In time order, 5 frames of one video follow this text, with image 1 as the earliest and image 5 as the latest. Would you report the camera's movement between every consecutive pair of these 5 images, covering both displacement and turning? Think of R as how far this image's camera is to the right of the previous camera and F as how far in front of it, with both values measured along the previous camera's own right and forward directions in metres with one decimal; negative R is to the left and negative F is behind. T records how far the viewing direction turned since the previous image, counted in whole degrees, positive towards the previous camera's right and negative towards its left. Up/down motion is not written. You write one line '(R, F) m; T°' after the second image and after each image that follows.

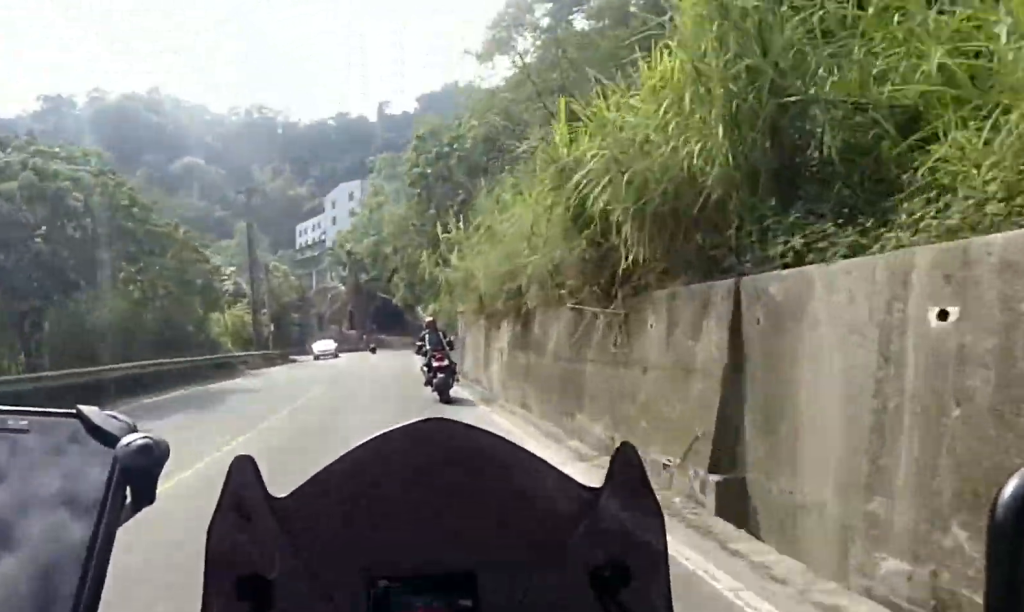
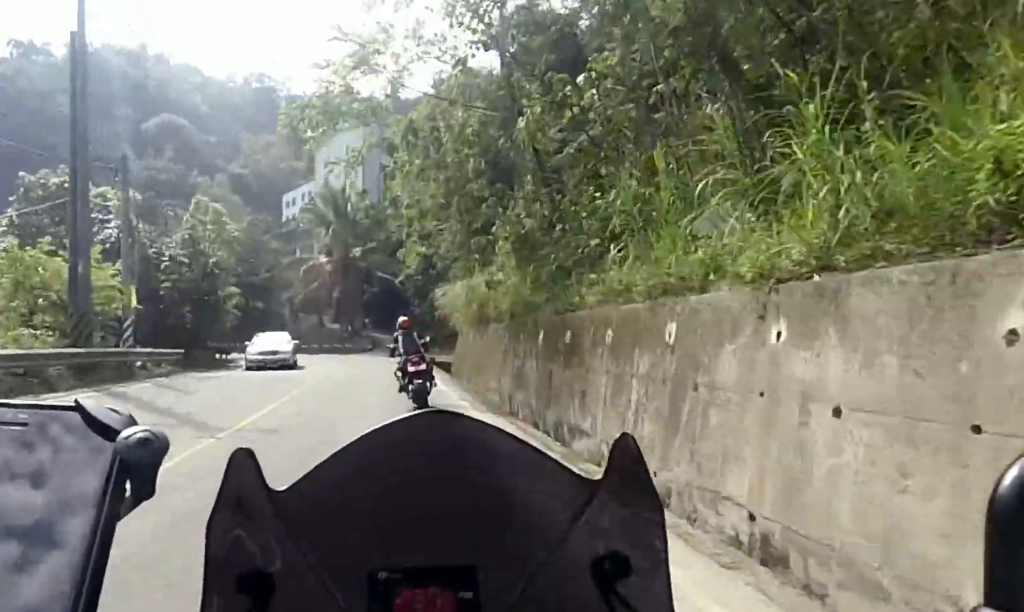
(+0.9, +18.5) m; +1°
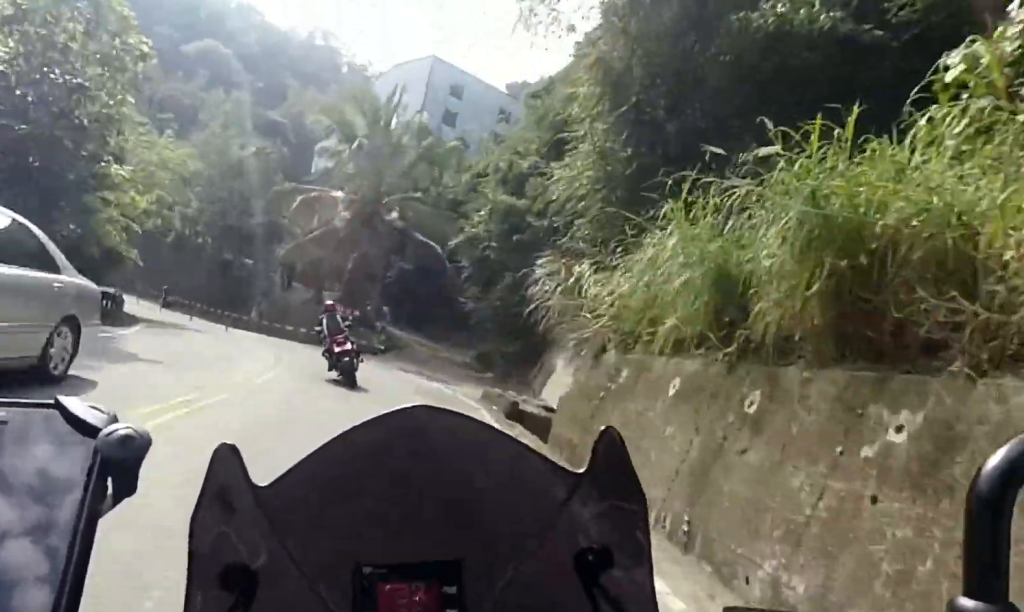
(-0.4, +15.2) m; -10°
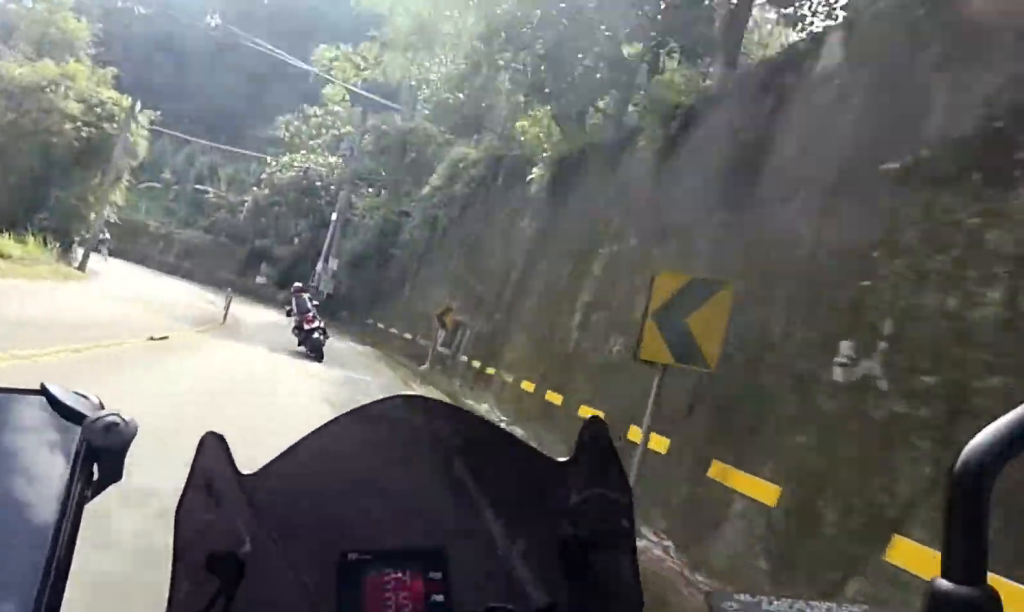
(-12.9, +42.8) m; -28°
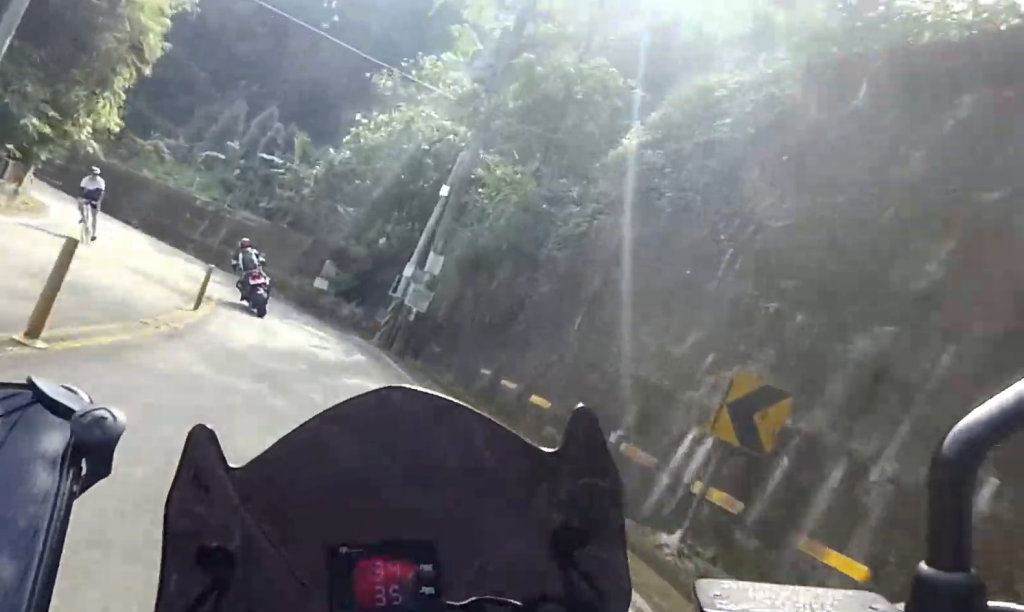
(-1.4, +12.3) m; -4°
